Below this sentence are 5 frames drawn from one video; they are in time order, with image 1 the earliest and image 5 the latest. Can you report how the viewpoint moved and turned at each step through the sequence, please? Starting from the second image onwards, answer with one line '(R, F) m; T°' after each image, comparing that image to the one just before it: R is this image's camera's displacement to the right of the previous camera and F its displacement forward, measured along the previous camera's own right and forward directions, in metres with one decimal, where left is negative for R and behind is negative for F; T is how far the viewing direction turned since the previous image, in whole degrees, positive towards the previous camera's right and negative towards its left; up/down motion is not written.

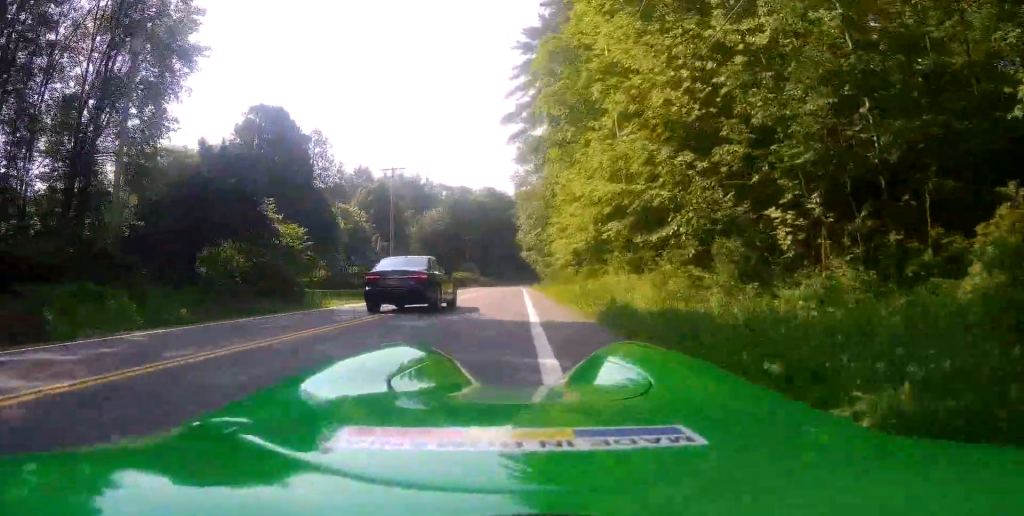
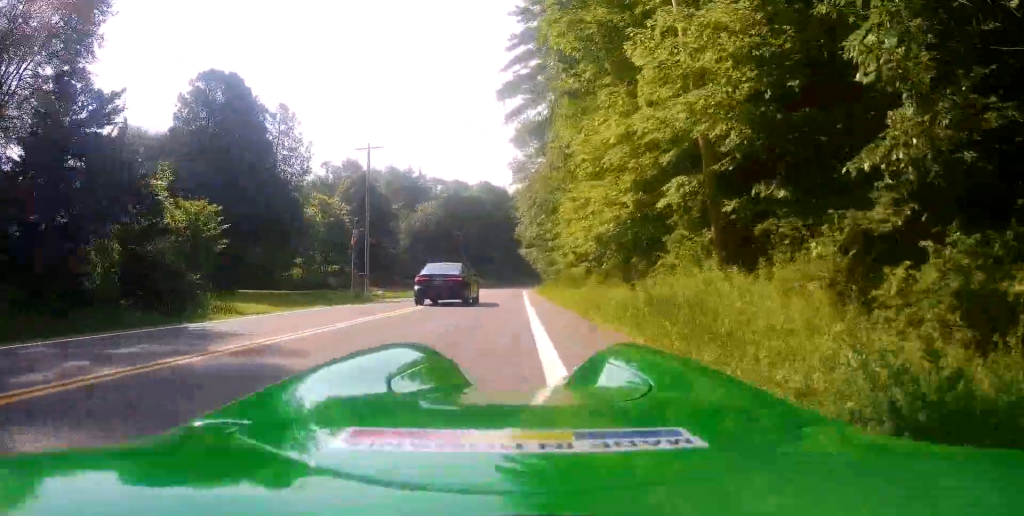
(-1.0, +8.9) m; -8°
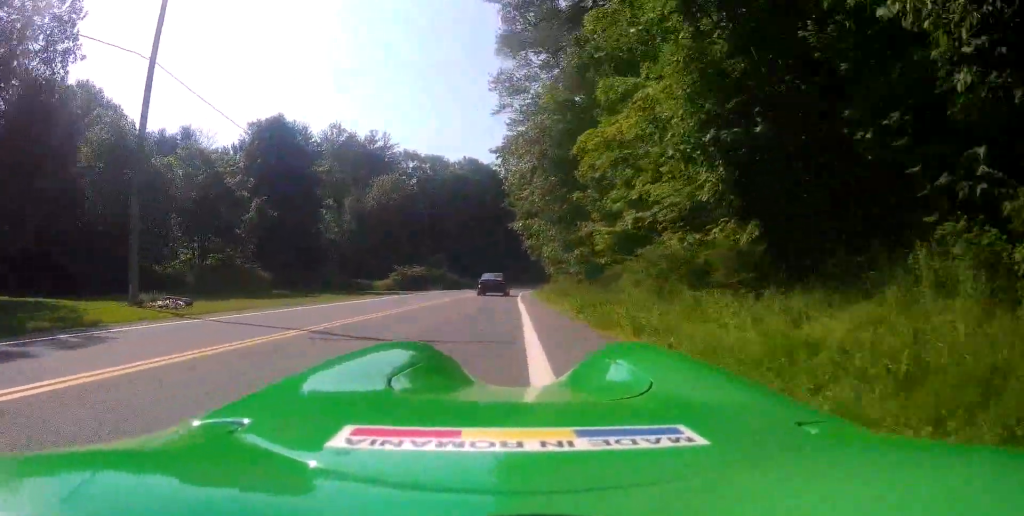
(-2.6, +29.8) m; -7°
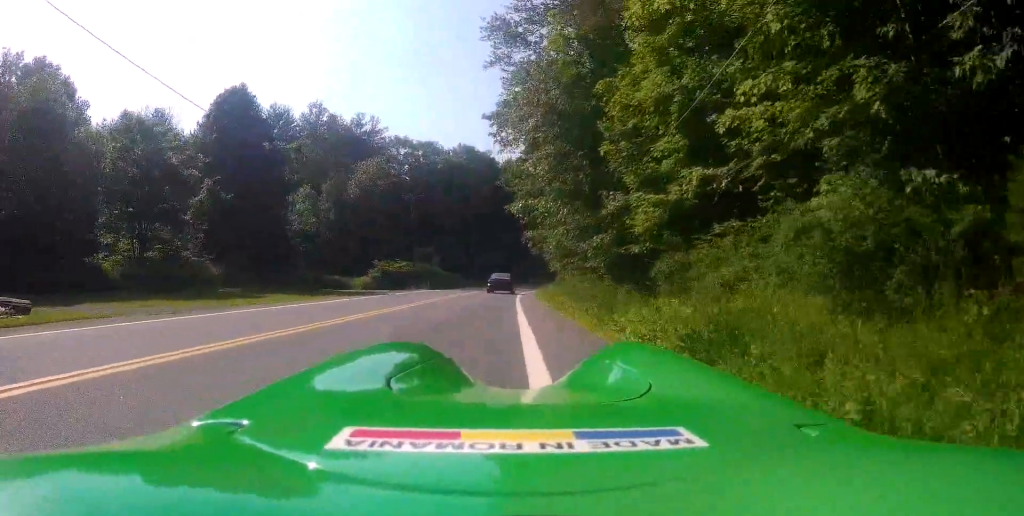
(-0.1, +9.0) m; +5°
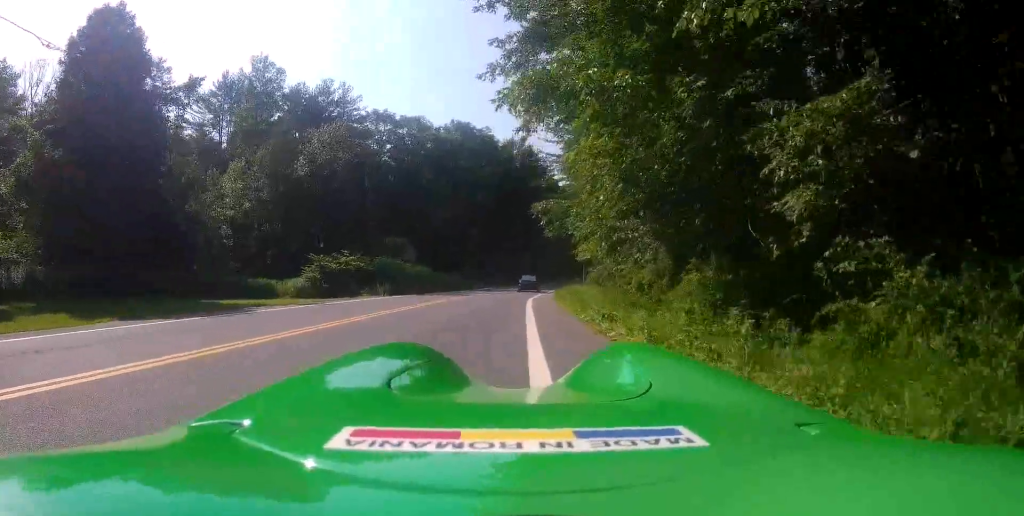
(+4.1, +16.9) m; -2°
